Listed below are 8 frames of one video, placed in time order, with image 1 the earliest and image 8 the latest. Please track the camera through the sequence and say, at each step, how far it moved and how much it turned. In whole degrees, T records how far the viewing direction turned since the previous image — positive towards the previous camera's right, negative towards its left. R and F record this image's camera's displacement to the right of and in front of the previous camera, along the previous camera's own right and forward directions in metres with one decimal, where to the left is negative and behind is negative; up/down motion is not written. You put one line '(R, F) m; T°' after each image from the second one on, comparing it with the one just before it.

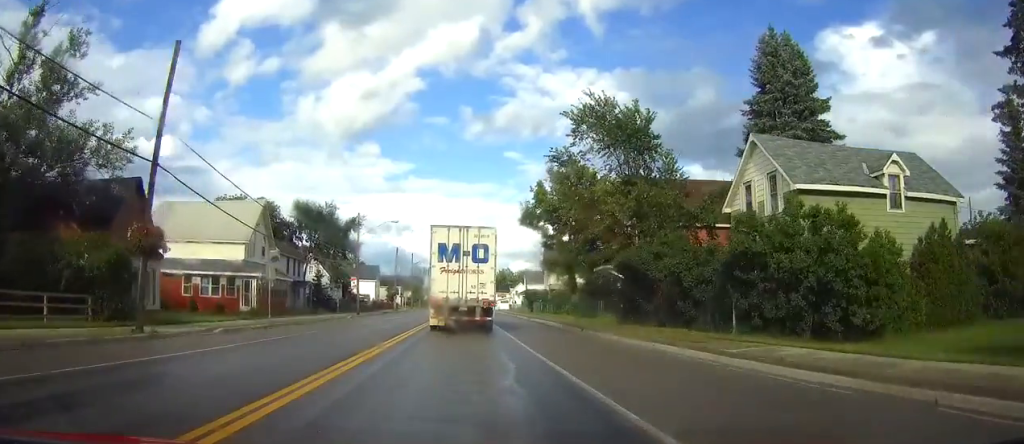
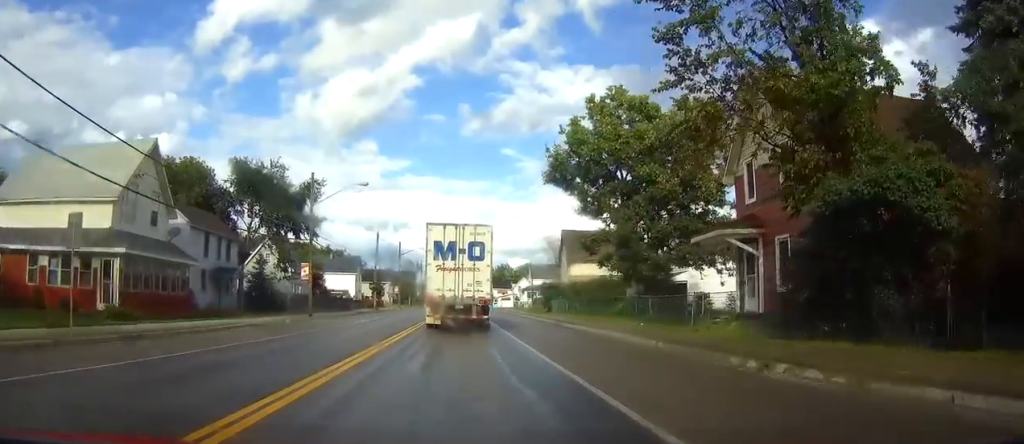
(0.0, +19.7) m; 0°
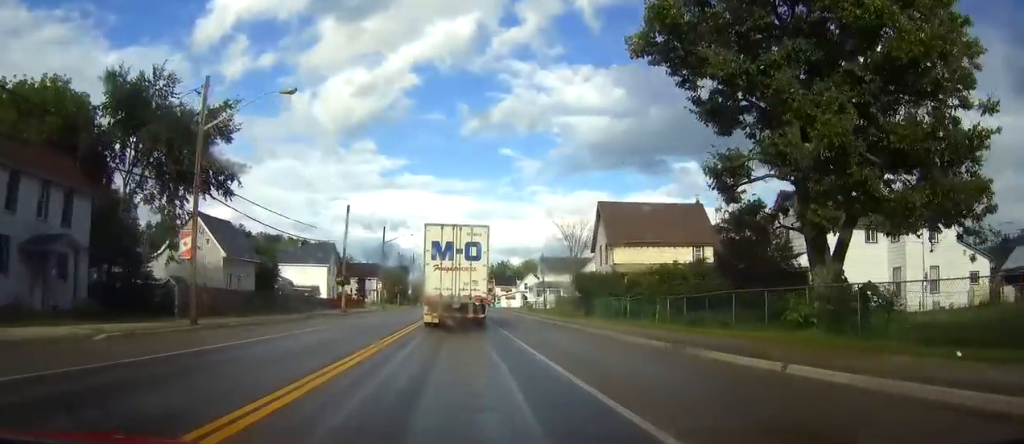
(+0.1, +21.3) m; +4°
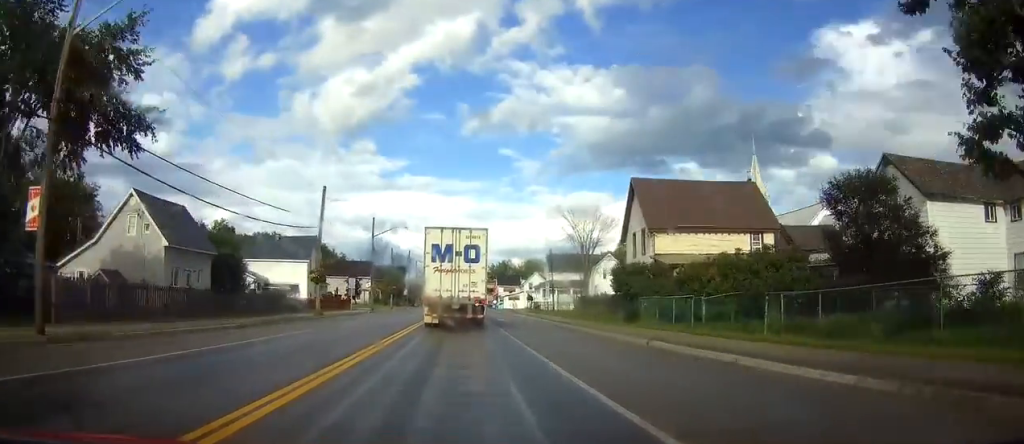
(+0.6, +11.2) m; +2°
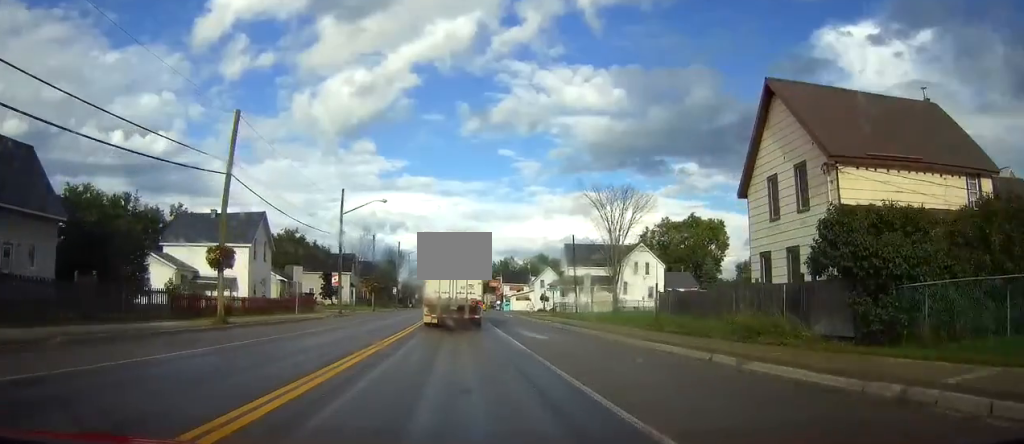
(+0.4, +21.0) m; +1°
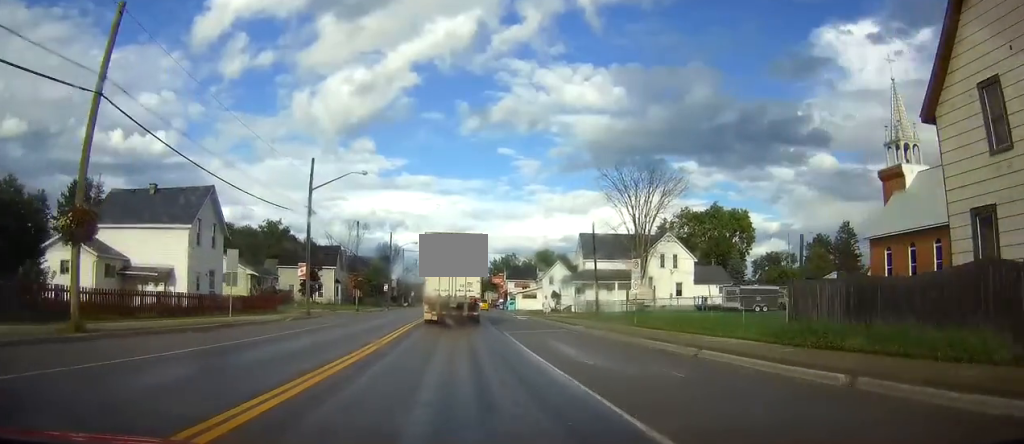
(+0.1, +12.3) m; 0°
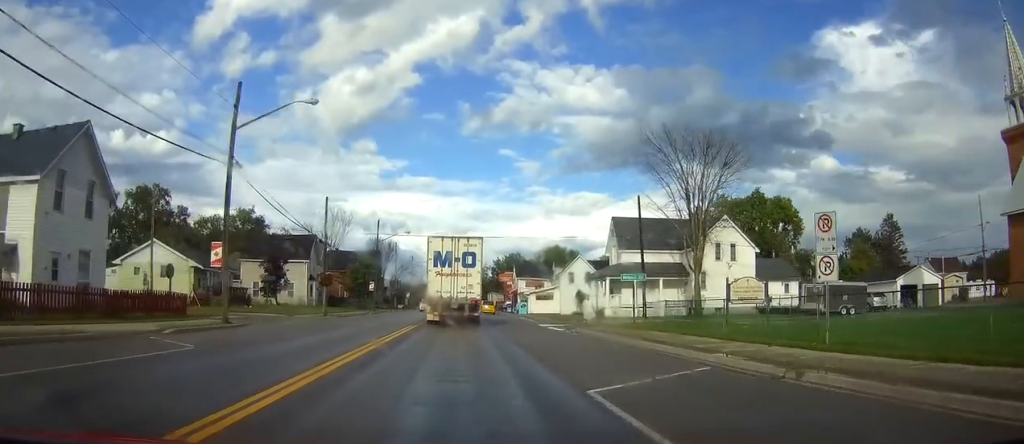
(-0.1, +16.9) m; 0°
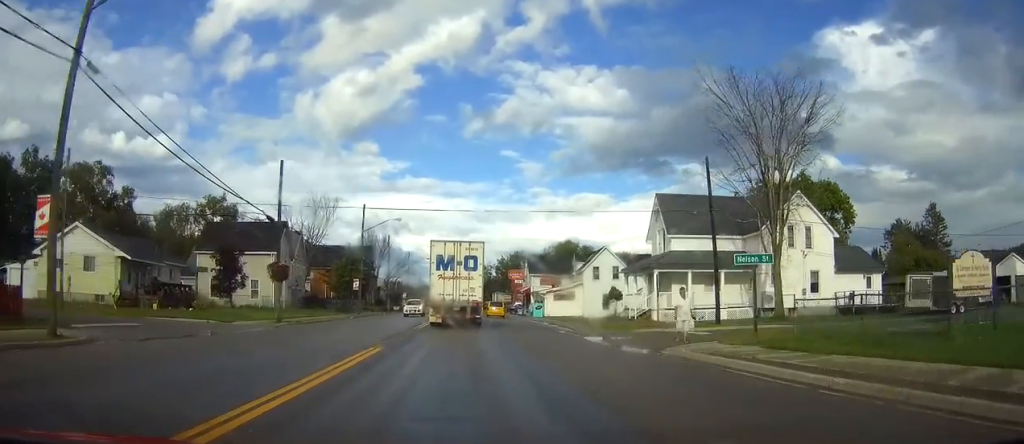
(0.0, +13.9) m; 0°
